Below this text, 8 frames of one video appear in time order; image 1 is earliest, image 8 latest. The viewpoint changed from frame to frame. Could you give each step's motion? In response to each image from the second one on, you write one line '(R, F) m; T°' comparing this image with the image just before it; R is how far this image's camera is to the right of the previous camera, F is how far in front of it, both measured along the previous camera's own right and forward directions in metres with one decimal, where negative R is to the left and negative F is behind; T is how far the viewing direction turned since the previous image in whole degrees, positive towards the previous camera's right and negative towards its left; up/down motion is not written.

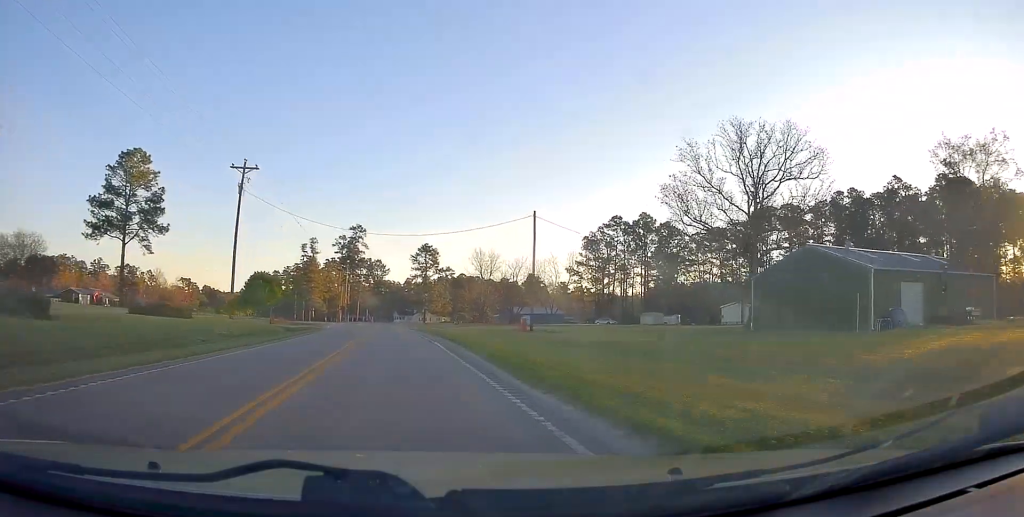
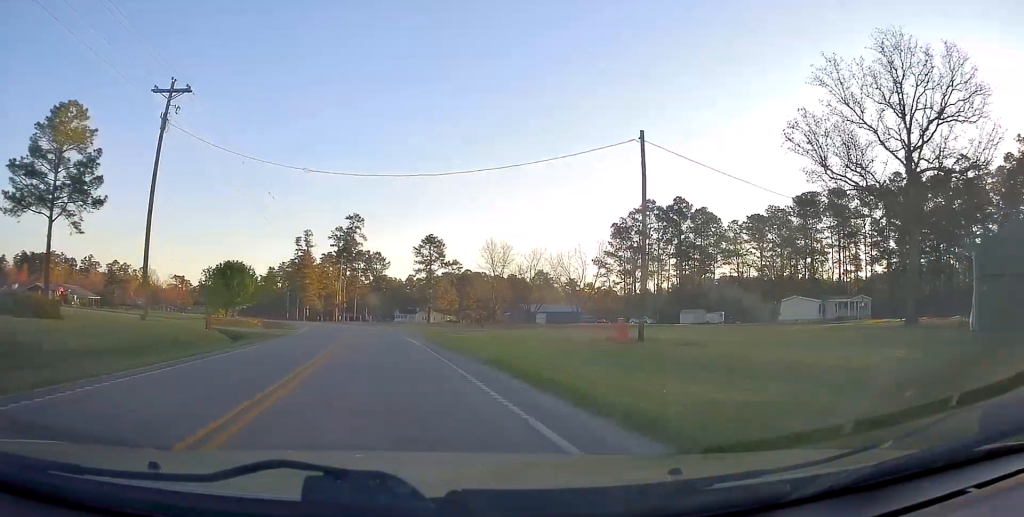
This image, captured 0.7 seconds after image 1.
(+0.5, +16.9) m; 0°
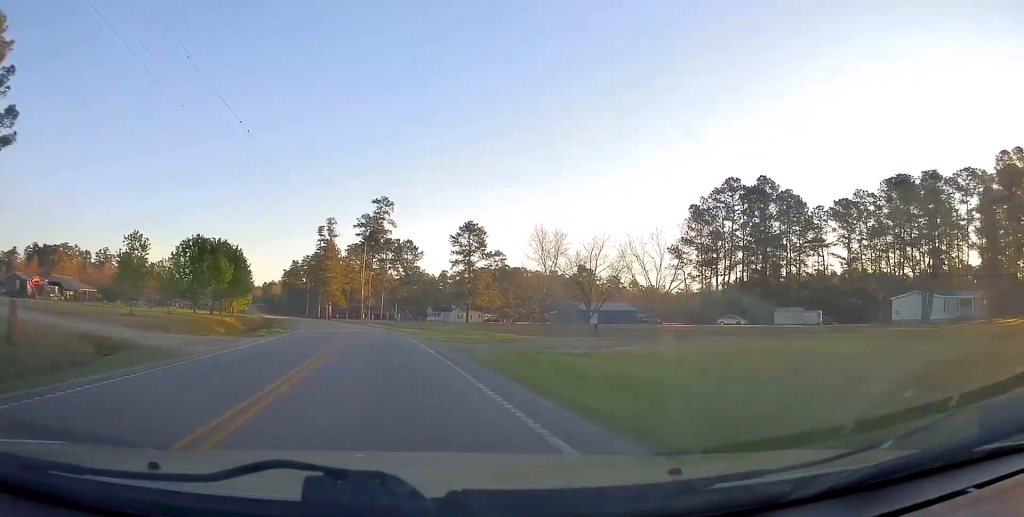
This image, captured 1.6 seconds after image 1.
(-0.5, +20.0) m; -2°
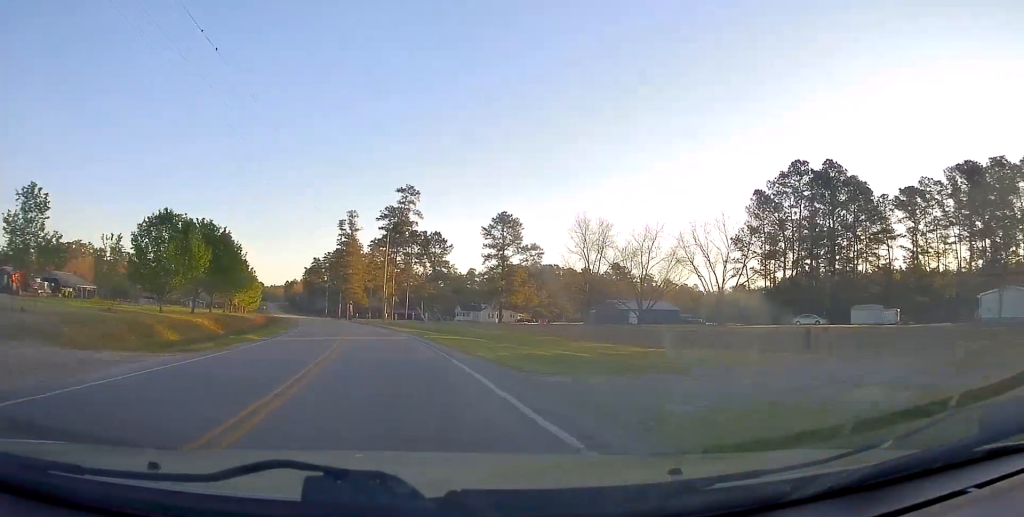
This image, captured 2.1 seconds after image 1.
(-0.1, +12.1) m; -1°
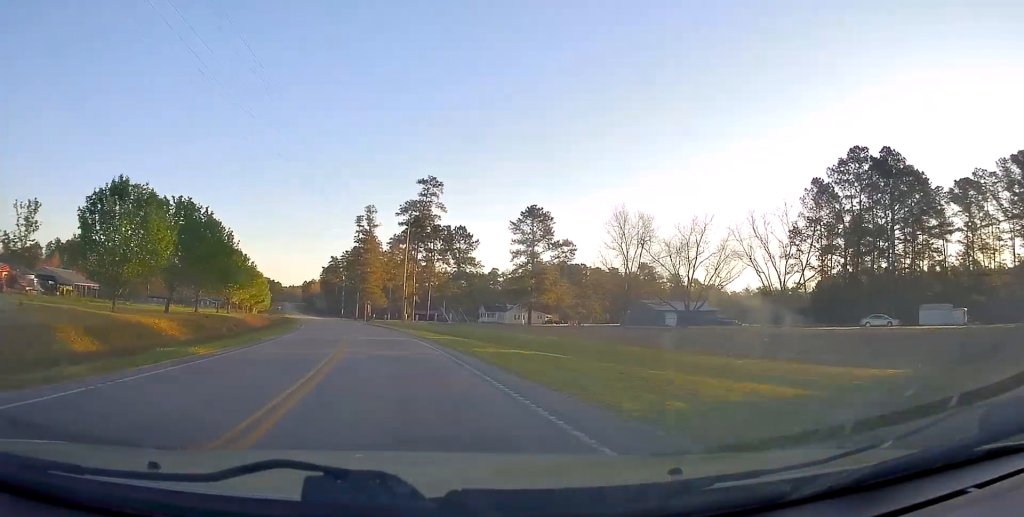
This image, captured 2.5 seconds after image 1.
(0.0, +9.3) m; 0°
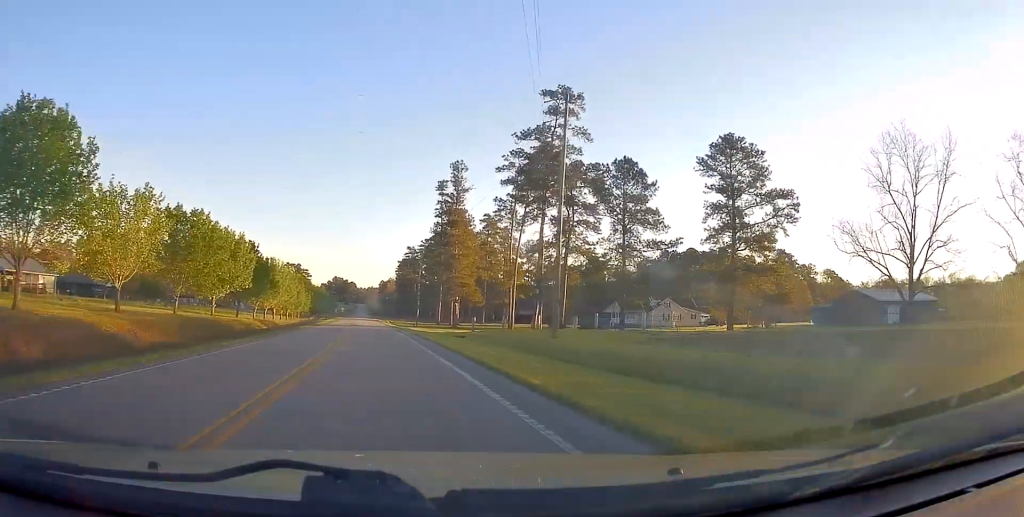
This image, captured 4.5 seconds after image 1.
(-2.2, +47.7) m; -7°
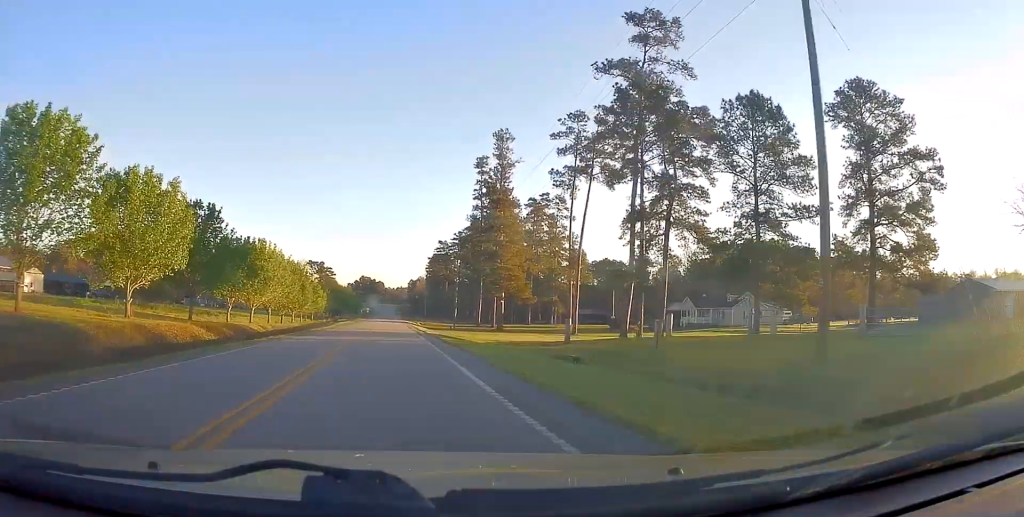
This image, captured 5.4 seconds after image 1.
(-0.4, +18.8) m; -3°
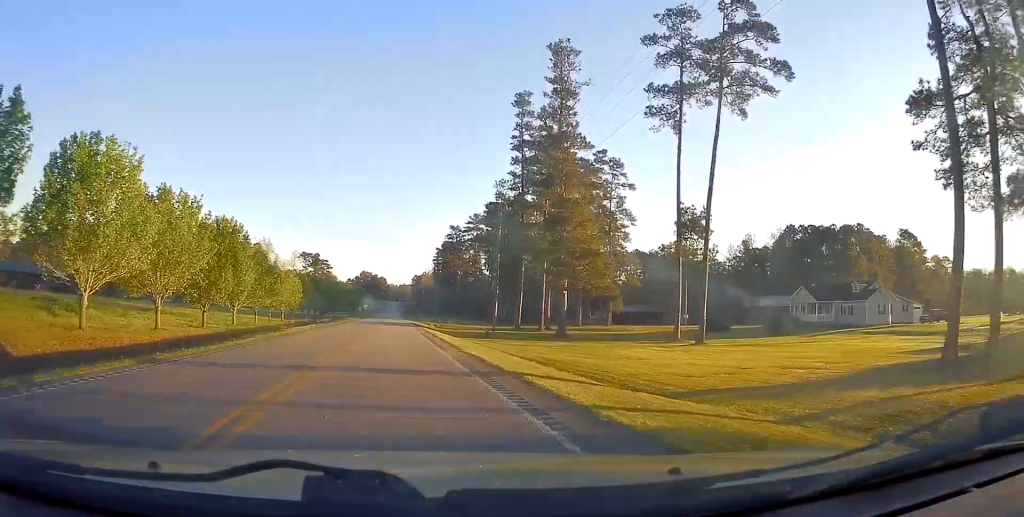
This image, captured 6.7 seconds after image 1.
(-1.3, +30.0) m; -6°
